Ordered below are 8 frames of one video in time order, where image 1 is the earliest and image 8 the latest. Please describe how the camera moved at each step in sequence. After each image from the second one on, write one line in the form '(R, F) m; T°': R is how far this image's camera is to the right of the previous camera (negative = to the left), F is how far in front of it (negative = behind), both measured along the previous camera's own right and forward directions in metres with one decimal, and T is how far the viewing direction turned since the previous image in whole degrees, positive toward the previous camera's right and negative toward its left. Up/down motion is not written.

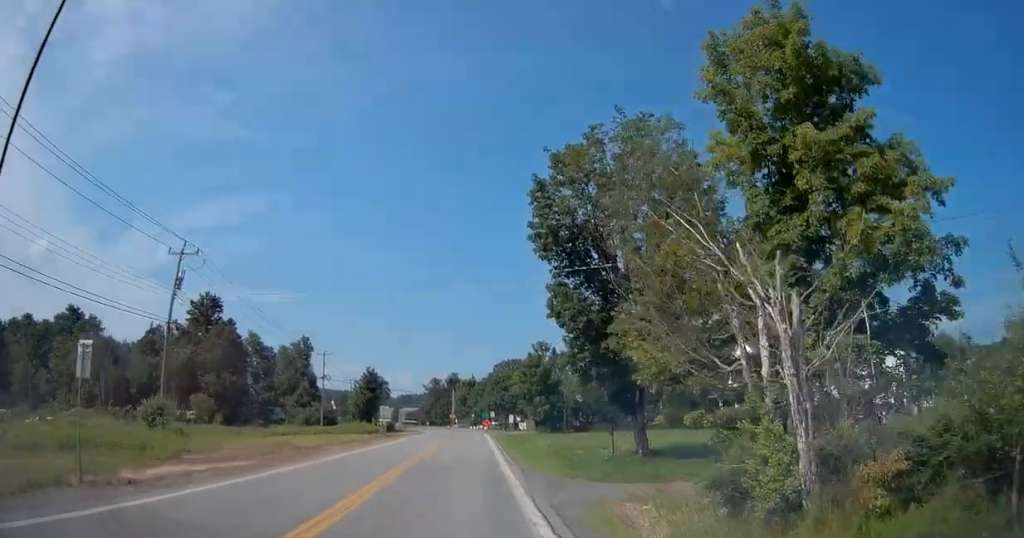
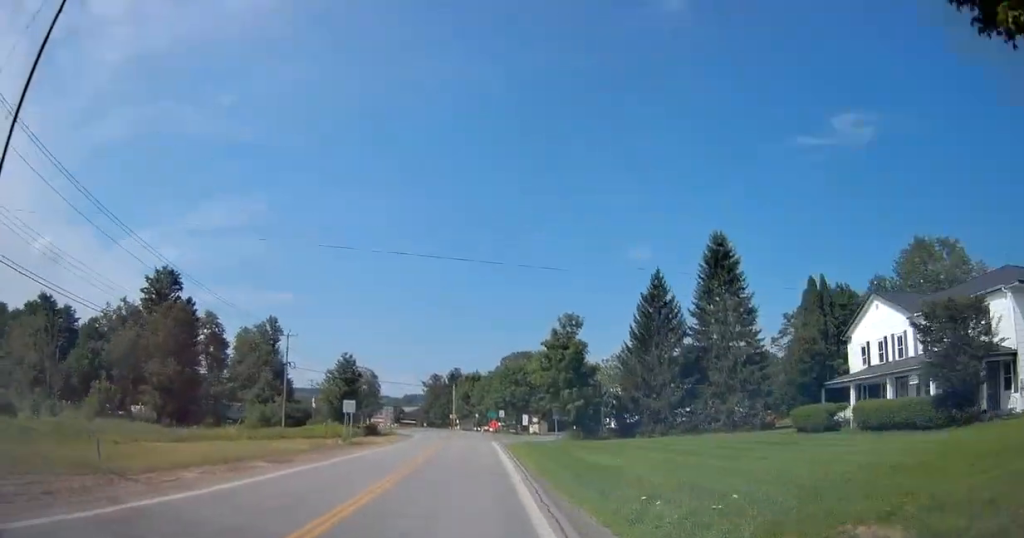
(-0.2, +19.5) m; -1°
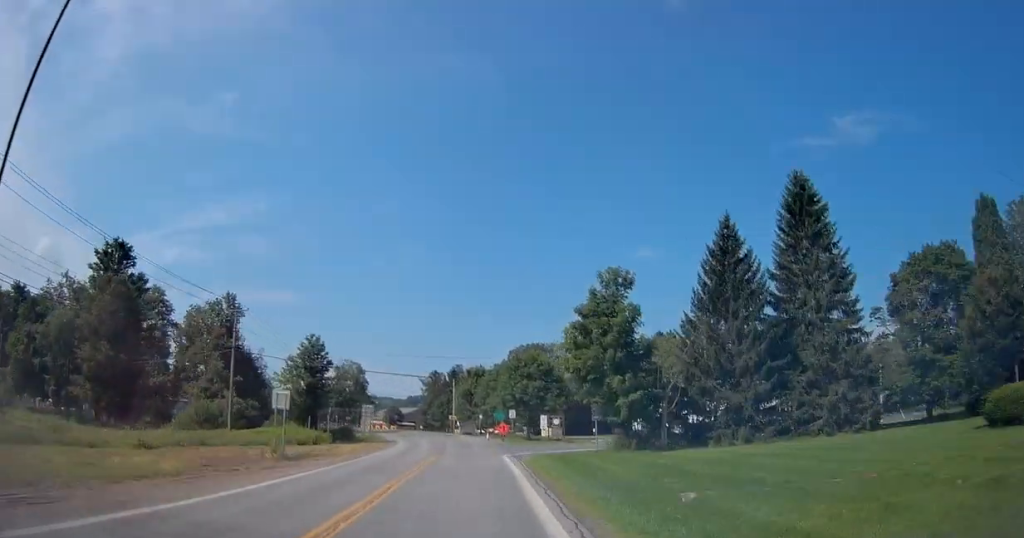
(-0.1, +16.8) m; 0°
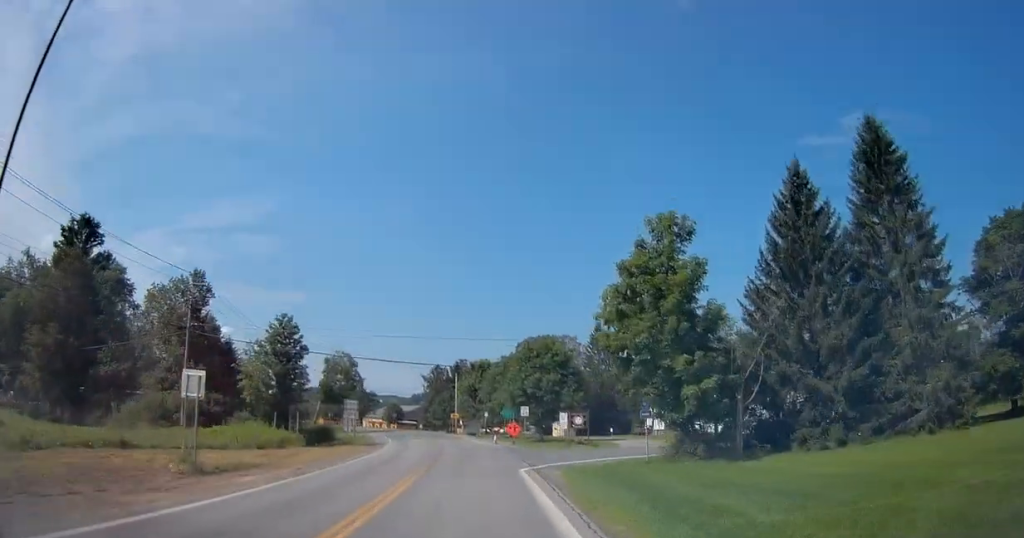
(0.0, +10.1) m; 0°
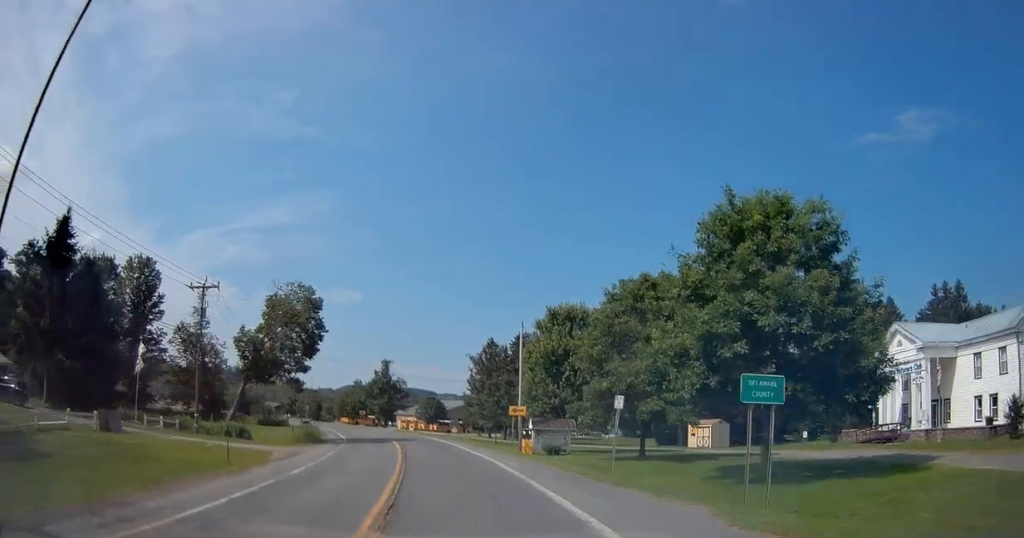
(-2.4, +45.1) m; -7°
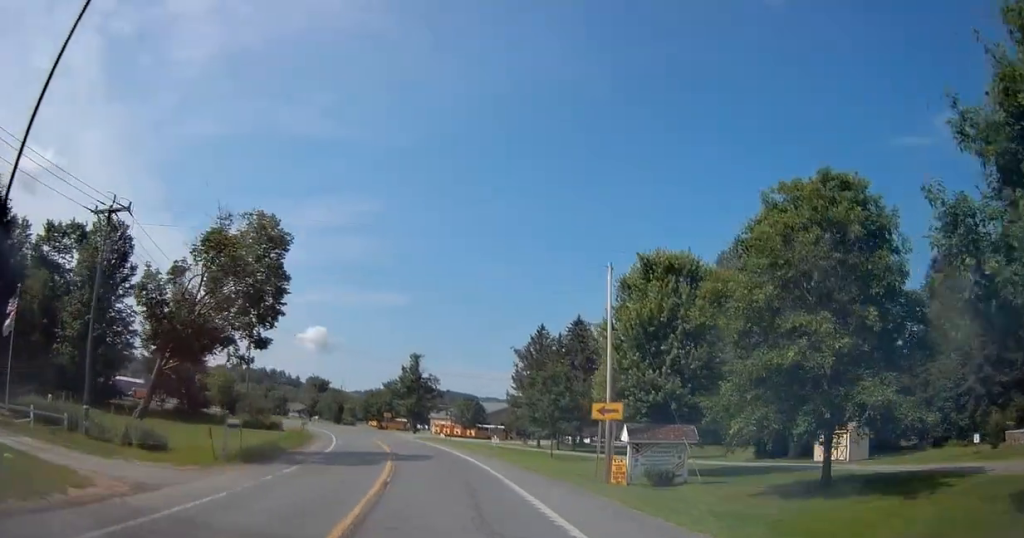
(-0.6, +17.3) m; -4°
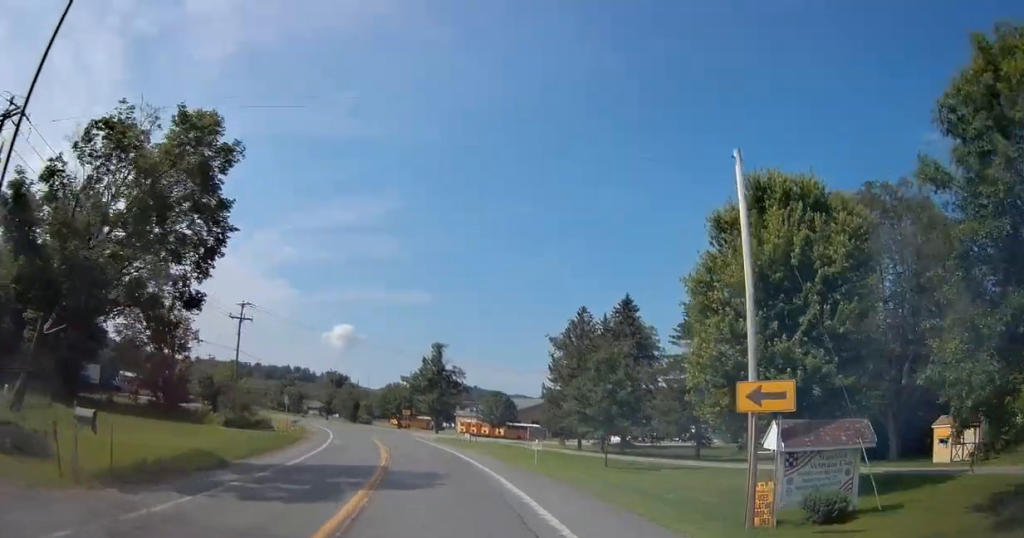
(-0.3, +10.8) m; -3°
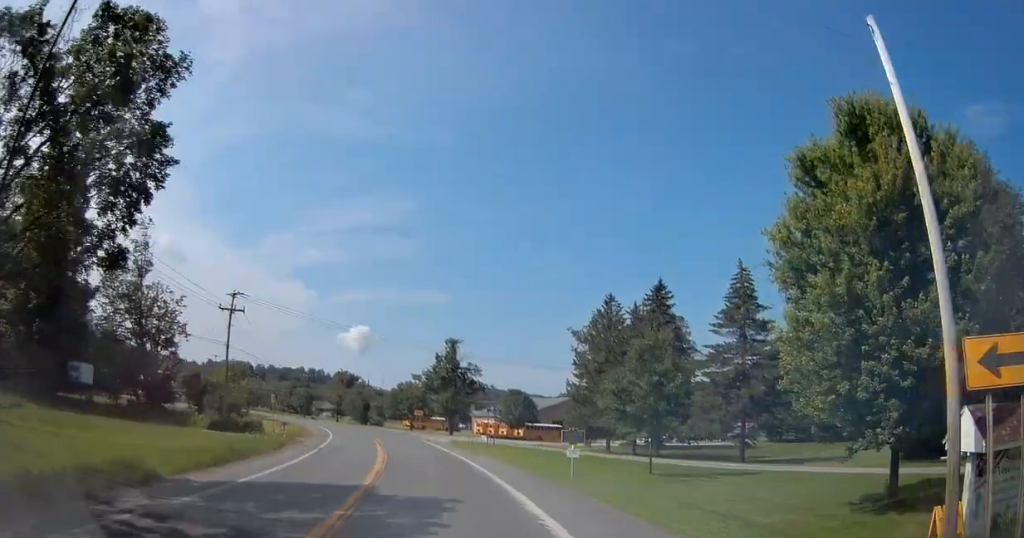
(0.0, +6.2) m; -2°
